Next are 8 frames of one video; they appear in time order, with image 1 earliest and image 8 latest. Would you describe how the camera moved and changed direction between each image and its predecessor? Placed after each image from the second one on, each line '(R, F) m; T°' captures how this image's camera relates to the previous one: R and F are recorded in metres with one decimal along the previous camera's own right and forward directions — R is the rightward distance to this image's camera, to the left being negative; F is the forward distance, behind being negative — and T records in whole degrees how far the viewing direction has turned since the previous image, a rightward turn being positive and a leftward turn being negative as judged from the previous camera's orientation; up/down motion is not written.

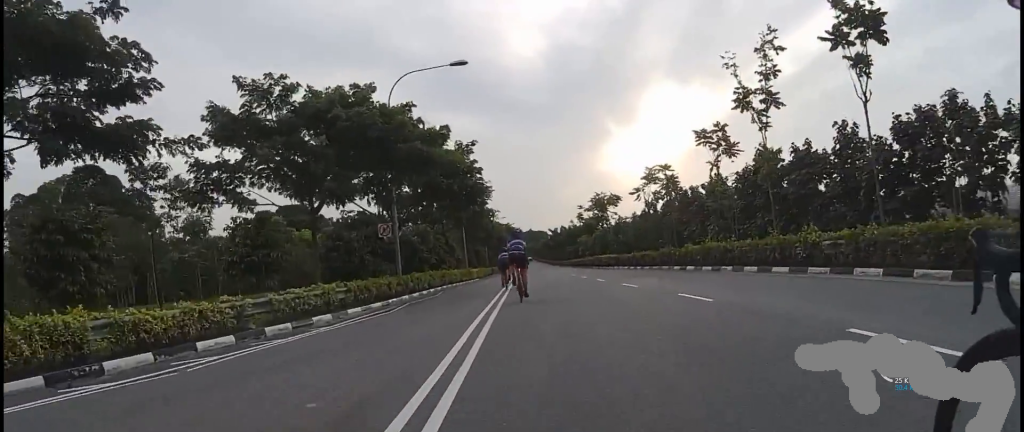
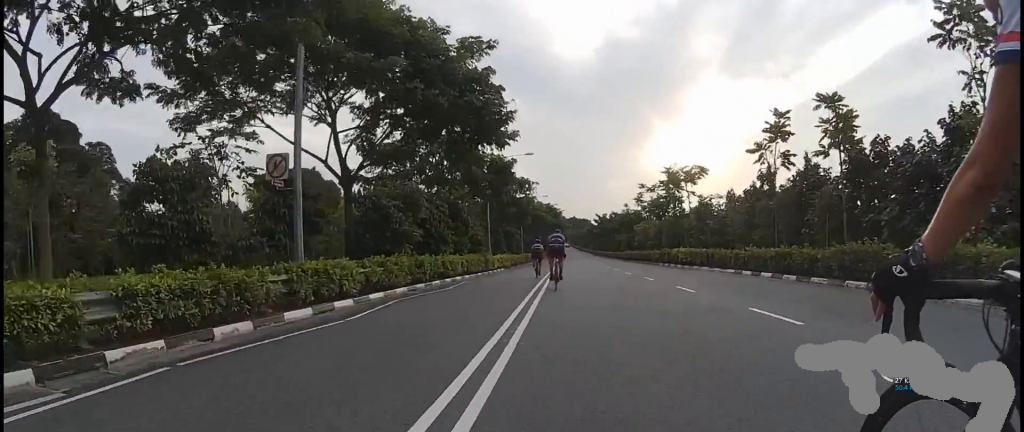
(0.0, +15.0) m; 0°
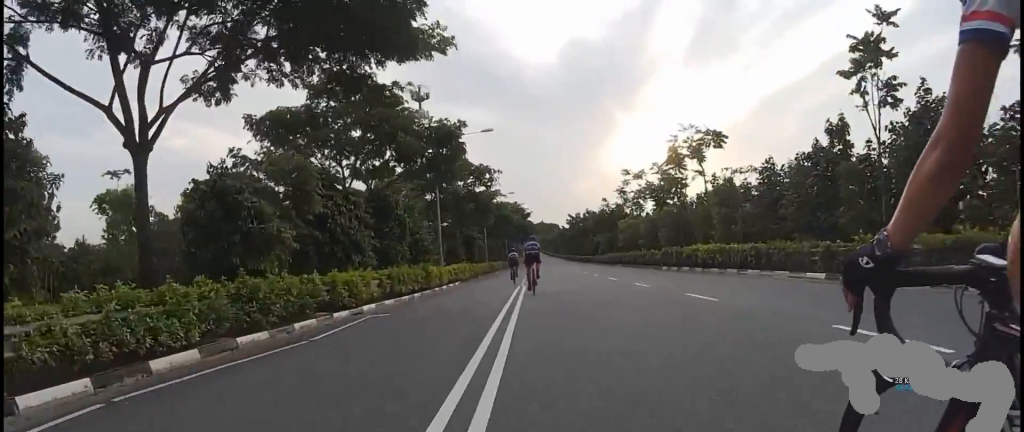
(0.0, +9.8) m; 0°
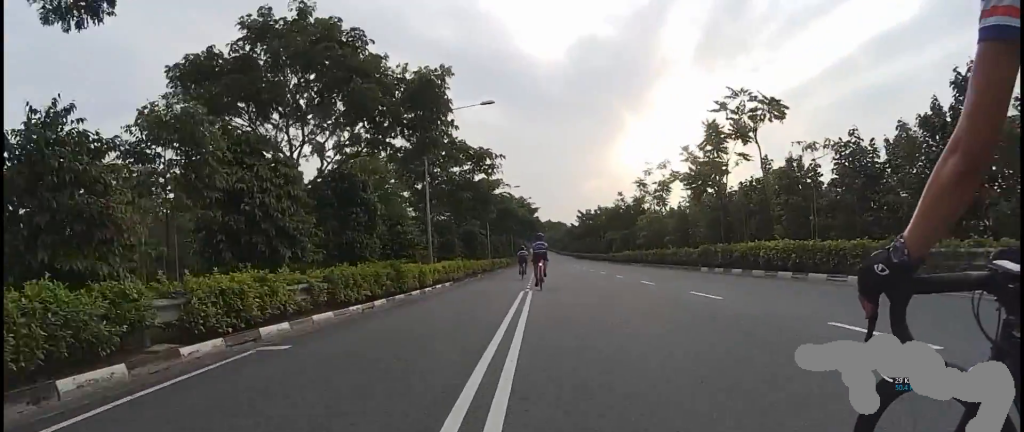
(0.0, +6.0) m; 0°
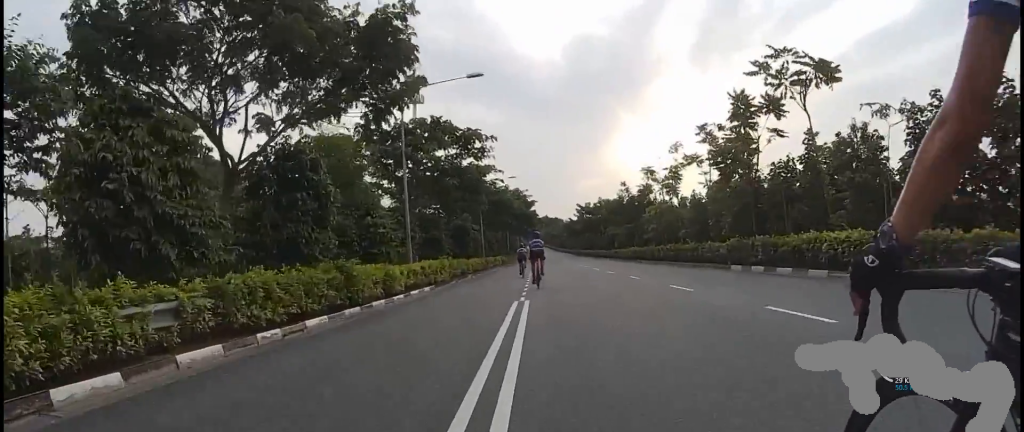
(0.0, +4.3) m; 0°
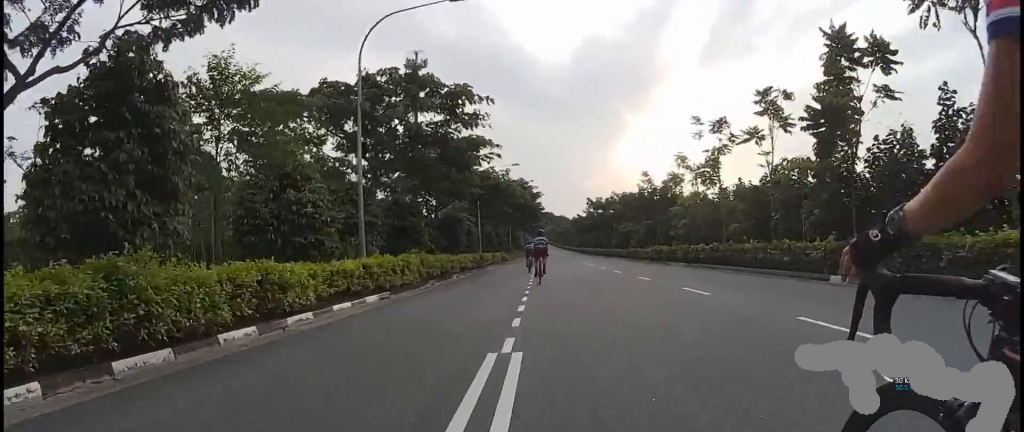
(0.0, +7.4) m; 0°
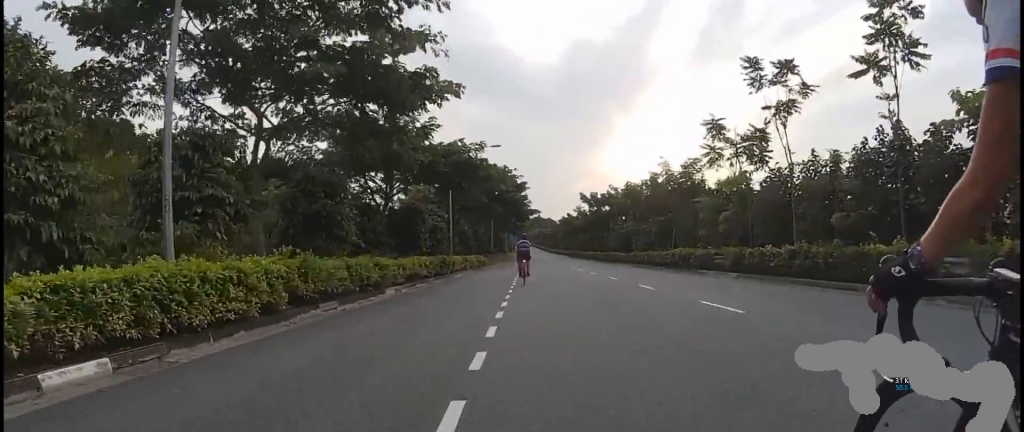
(0.0, +9.1) m; 0°
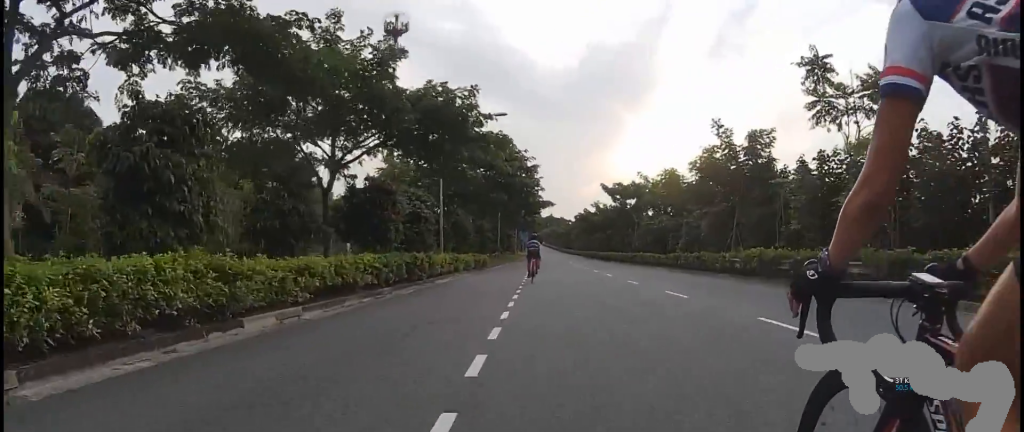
(0.0, +8.2) m; 0°
